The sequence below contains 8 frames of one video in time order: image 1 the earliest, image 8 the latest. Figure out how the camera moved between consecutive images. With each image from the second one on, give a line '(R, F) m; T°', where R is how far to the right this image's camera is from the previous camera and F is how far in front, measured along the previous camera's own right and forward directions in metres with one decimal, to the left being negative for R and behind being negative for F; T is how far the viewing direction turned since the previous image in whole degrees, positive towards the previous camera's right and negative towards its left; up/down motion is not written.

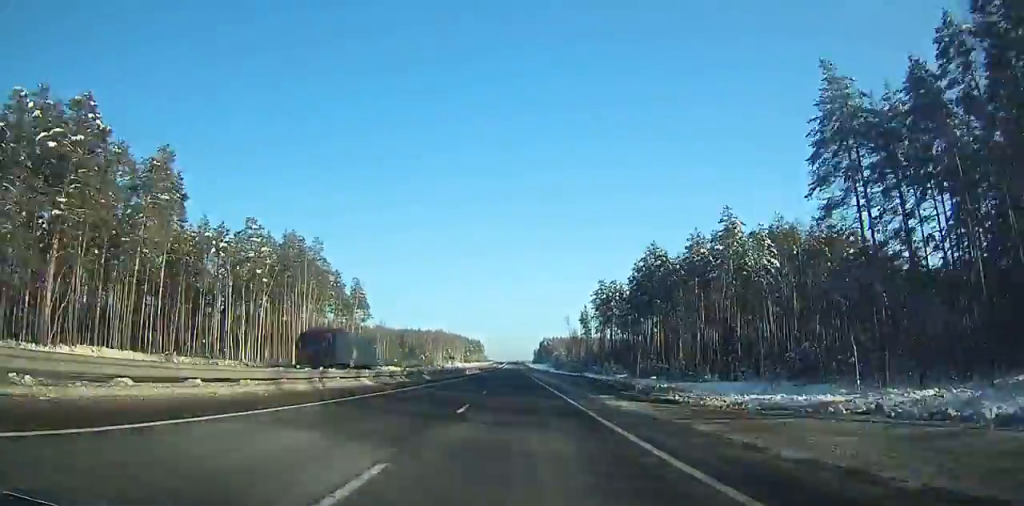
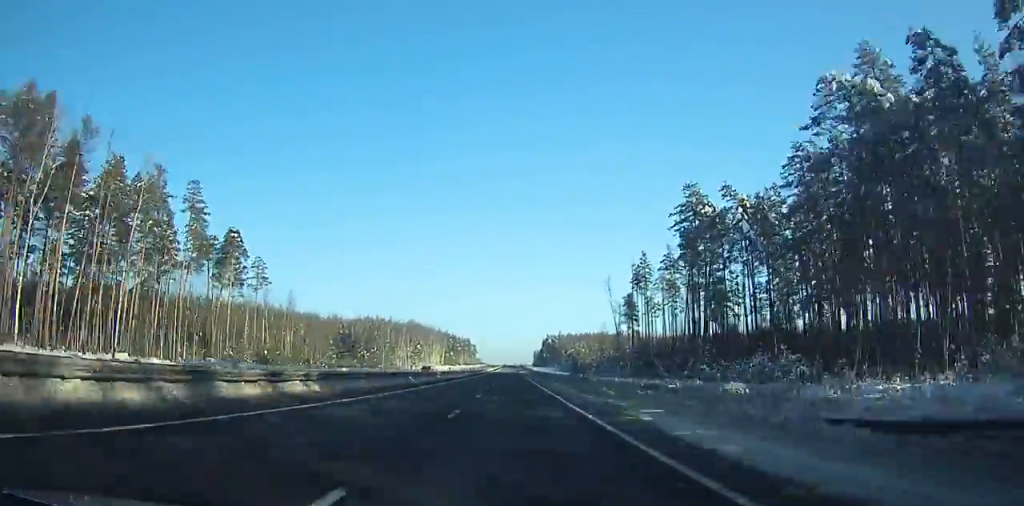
(+0.6, +99.2) m; 0°
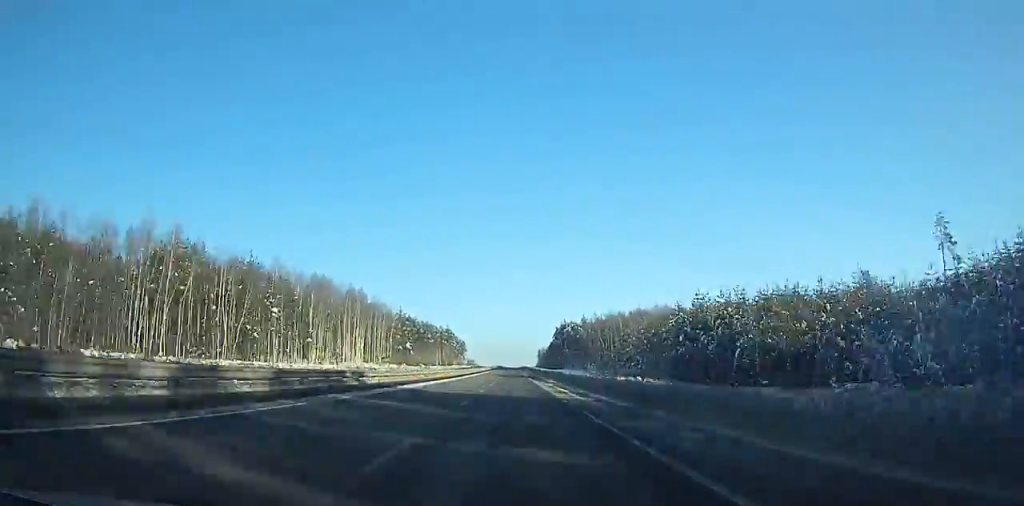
(-0.3, +141.7) m; 0°
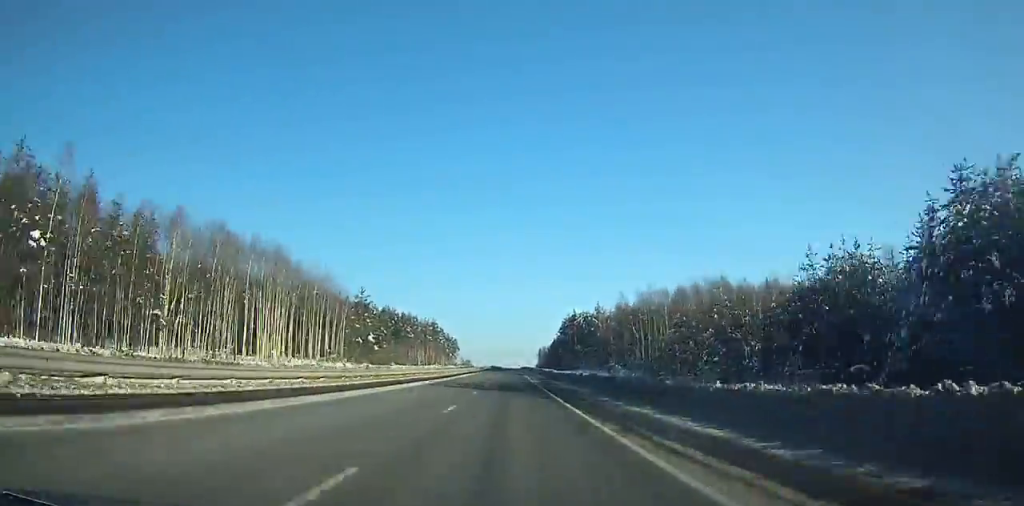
(+0.1, +51.9) m; 0°
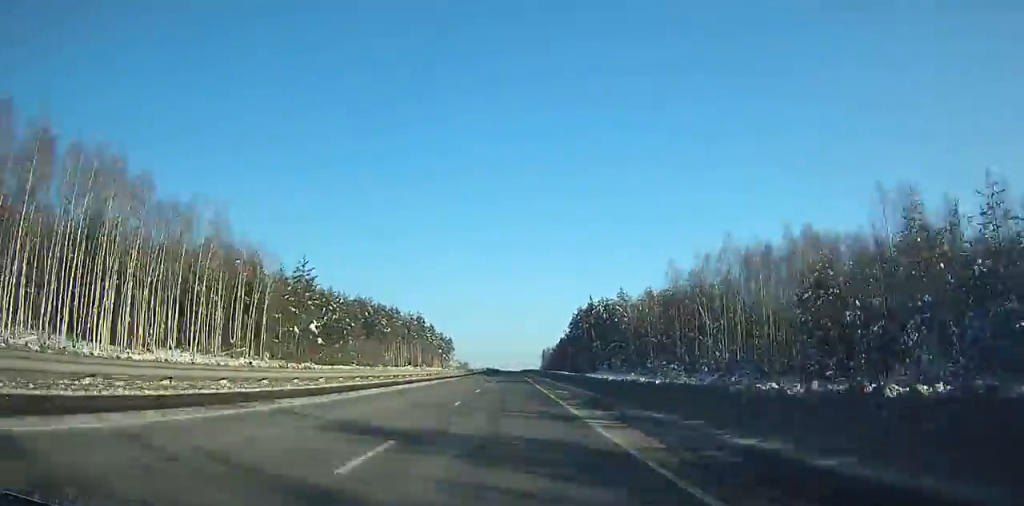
(-0.1, +45.6) m; 0°
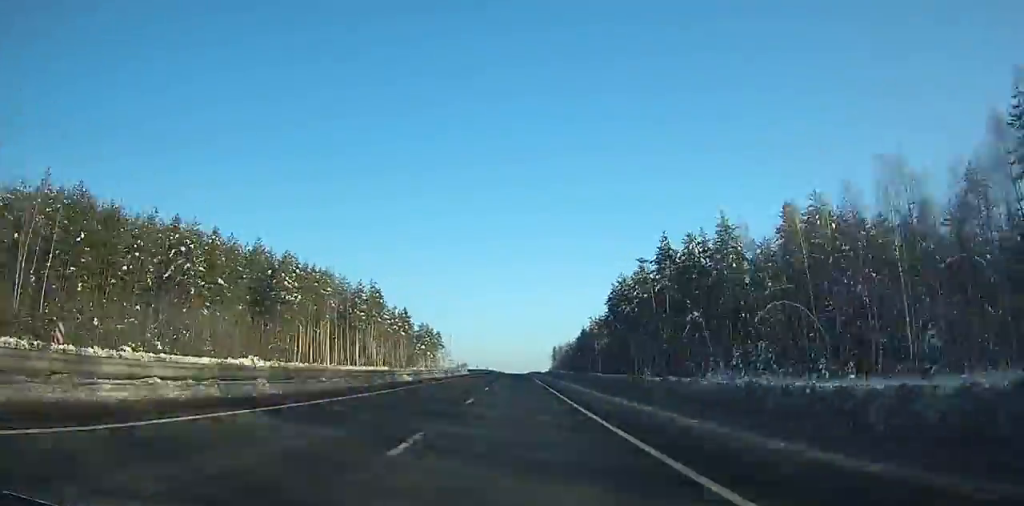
(-0.3, +82.4) m; 0°
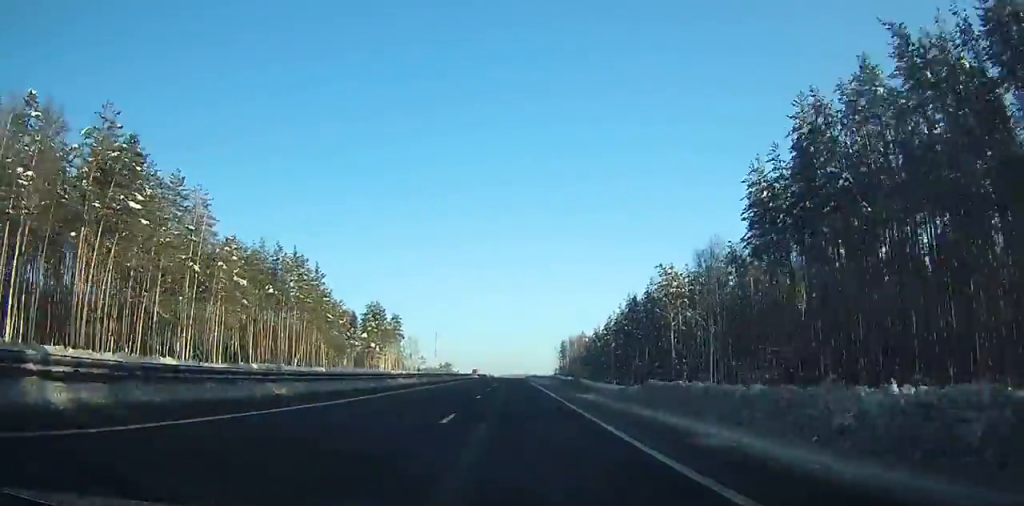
(0.0, +102.5) m; 0°
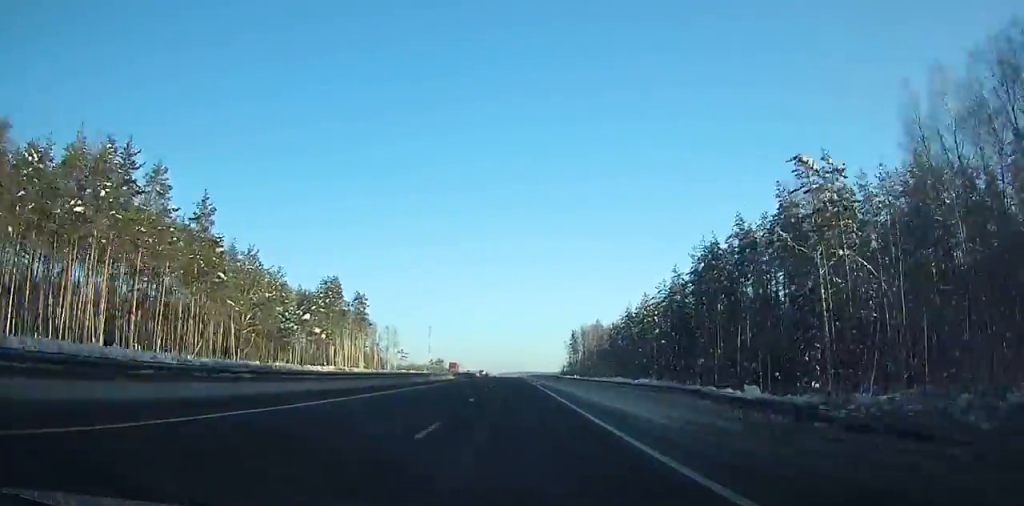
(+0.3, +51.3) m; 0°
